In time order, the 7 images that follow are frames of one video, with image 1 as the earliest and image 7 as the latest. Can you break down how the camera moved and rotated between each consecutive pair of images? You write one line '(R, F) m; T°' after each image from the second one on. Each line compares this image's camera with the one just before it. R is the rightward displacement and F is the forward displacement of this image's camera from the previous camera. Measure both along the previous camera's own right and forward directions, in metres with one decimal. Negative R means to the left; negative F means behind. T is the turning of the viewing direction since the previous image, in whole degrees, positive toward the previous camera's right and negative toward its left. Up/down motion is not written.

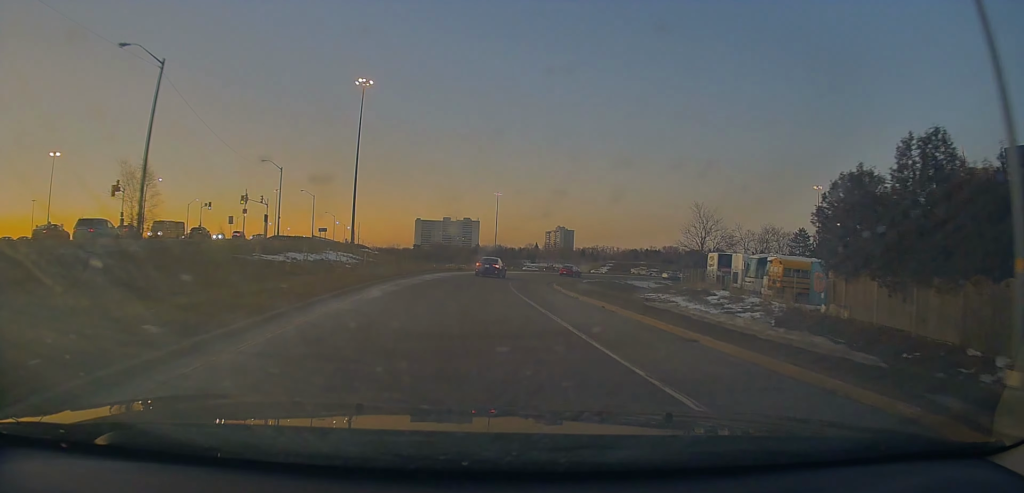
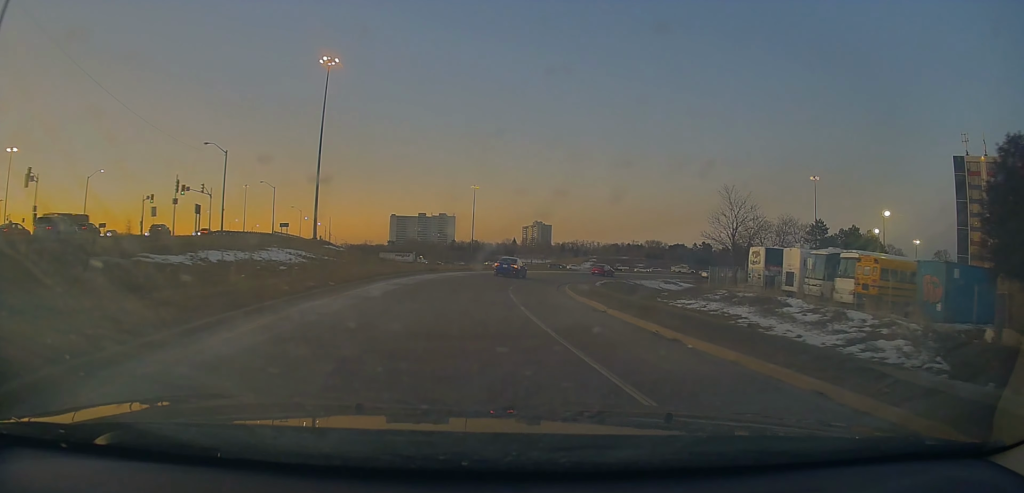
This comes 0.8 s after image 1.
(+0.1, +12.6) m; +2°
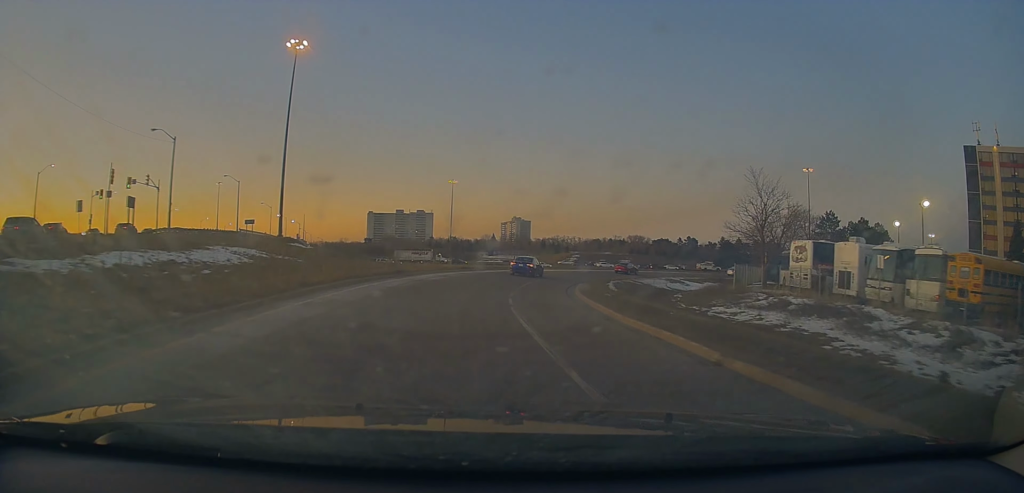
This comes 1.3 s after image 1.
(+0.2, +8.7) m; +2°
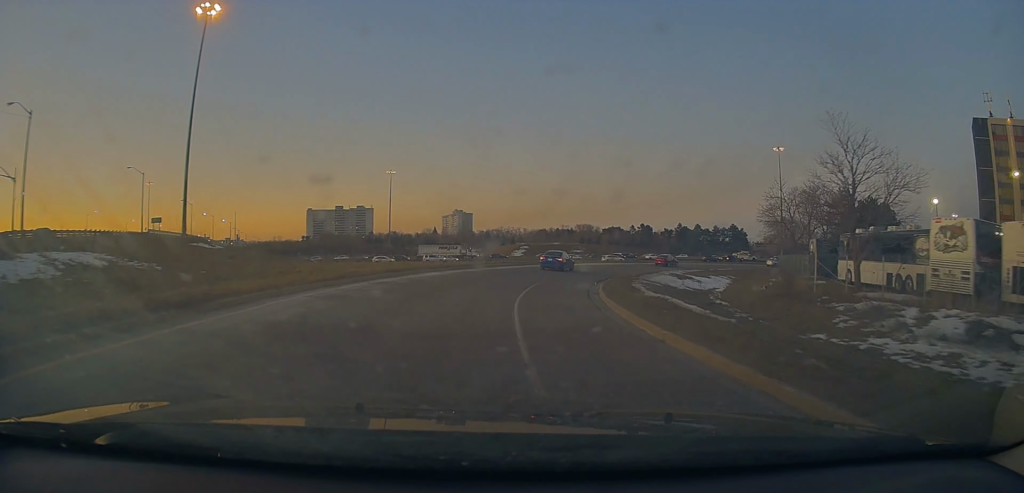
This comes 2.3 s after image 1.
(+0.7, +16.9) m; +5°
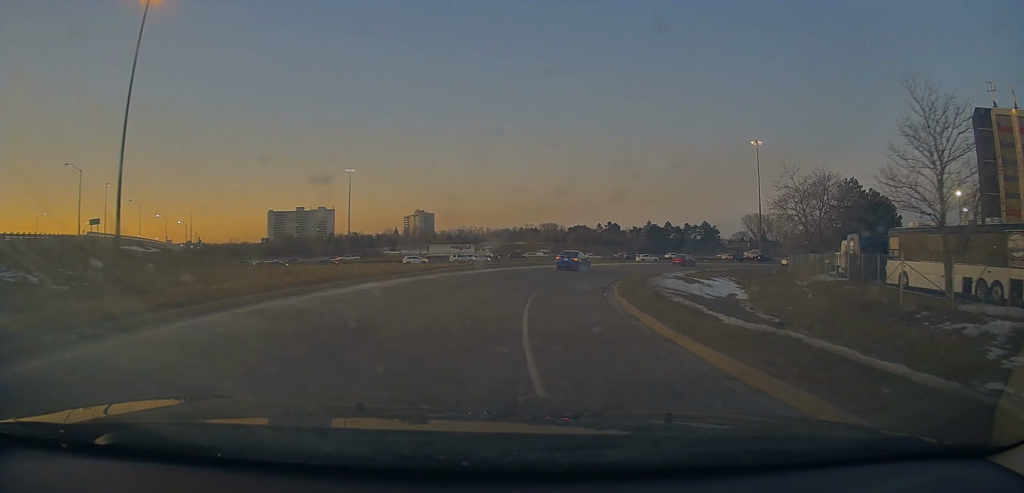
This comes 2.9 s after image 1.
(+0.2, +8.7) m; +3°
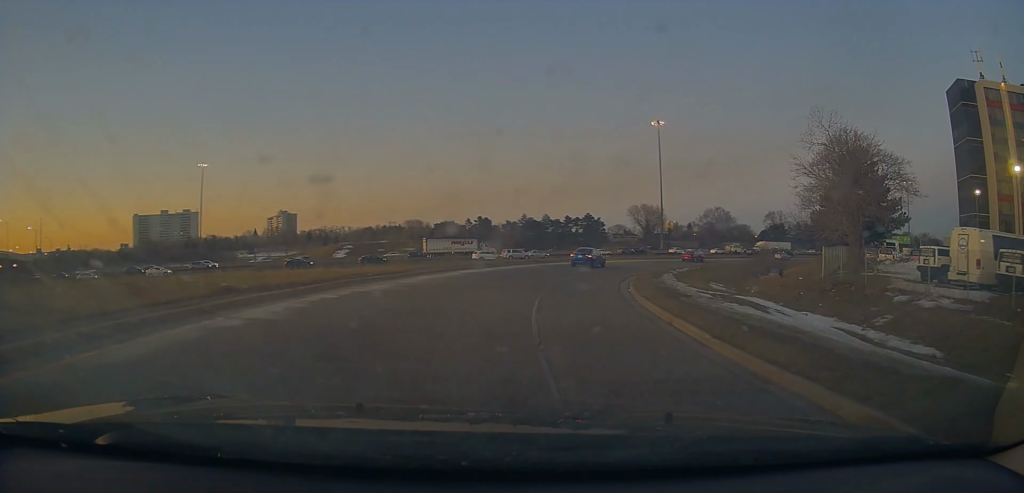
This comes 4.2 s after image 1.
(+2.1, +21.8) m; +12°
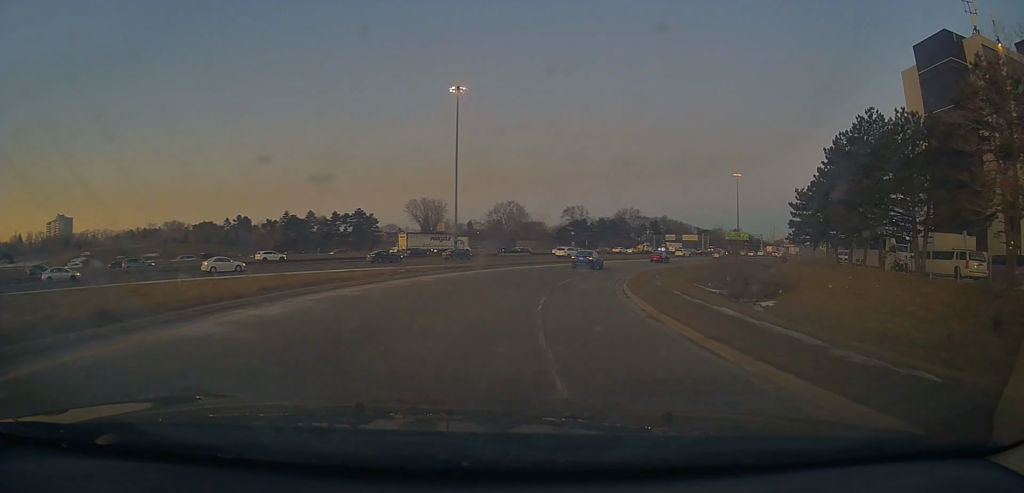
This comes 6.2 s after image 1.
(+6.8, +34.1) m; +22°
